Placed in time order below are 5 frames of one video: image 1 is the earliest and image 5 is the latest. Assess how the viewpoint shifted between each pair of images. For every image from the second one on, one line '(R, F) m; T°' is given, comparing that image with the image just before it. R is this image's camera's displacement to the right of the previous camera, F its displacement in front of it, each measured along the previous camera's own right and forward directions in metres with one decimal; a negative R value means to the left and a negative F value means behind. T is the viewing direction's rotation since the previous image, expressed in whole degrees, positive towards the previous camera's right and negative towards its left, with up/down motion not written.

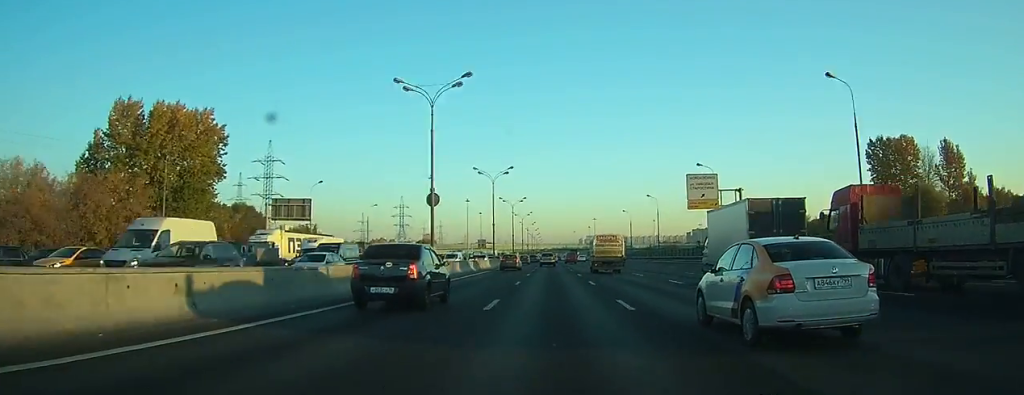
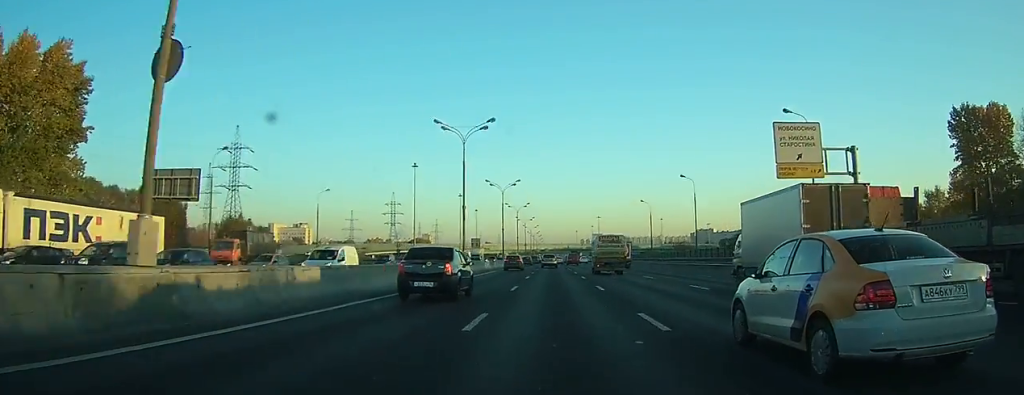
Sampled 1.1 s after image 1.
(0.0, +24.1) m; 0°
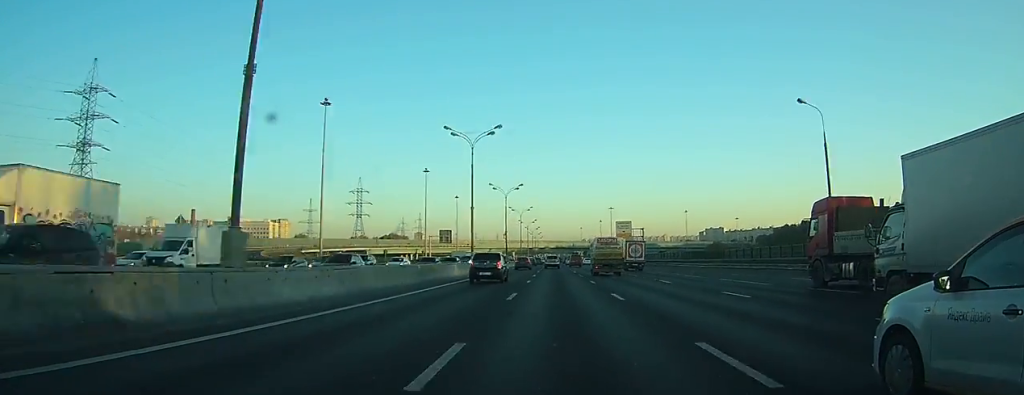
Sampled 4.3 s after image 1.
(0.0, +74.0) m; 0°
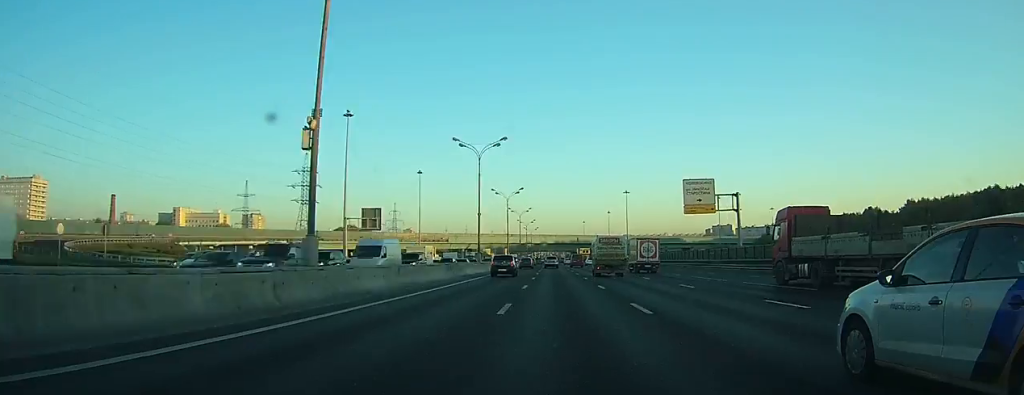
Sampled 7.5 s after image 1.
(-0.2, +82.8) m; 0°
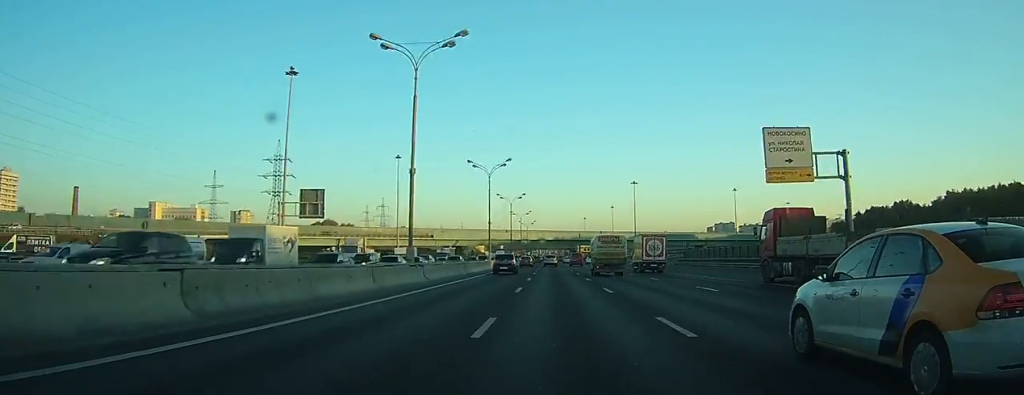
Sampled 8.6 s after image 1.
(+0.1, +30.0) m; 0°
